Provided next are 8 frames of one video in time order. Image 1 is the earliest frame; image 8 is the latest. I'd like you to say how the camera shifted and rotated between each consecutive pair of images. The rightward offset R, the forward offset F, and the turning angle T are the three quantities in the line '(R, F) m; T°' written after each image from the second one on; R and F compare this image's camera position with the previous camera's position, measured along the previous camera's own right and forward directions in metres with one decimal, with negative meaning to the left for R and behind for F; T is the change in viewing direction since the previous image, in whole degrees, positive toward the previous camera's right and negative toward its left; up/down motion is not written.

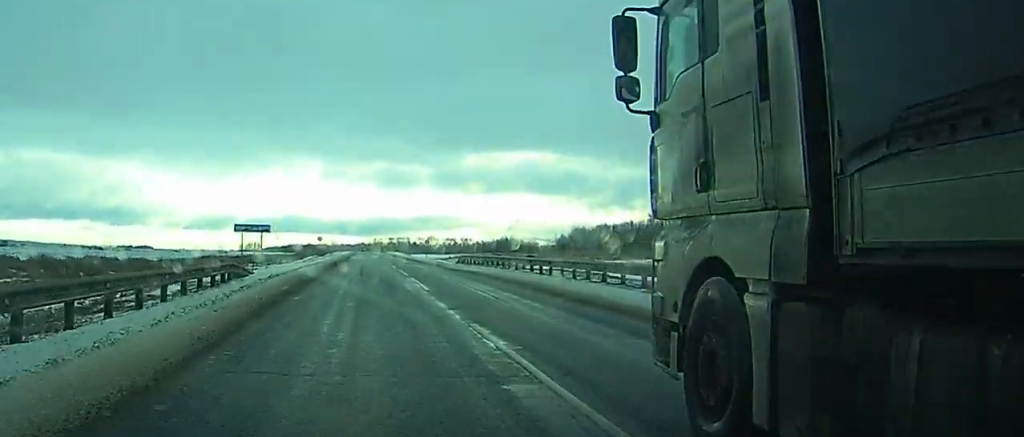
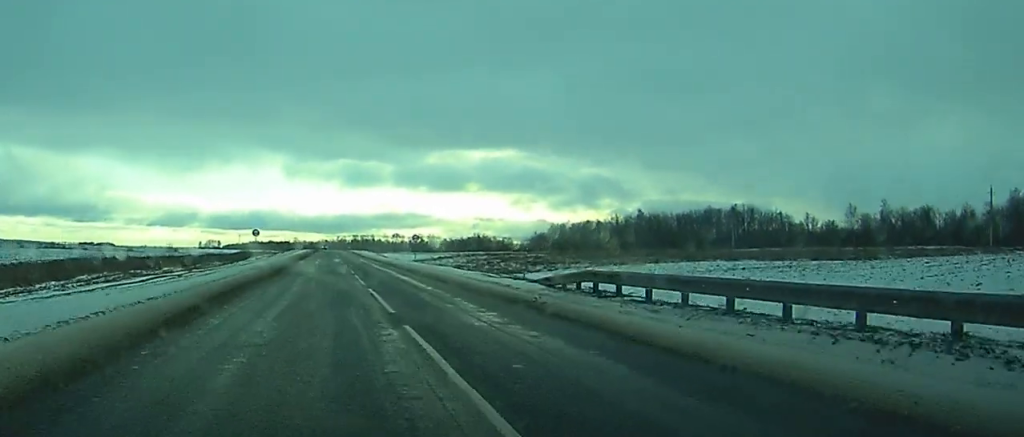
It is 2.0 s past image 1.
(+0.8, +40.7) m; +2°
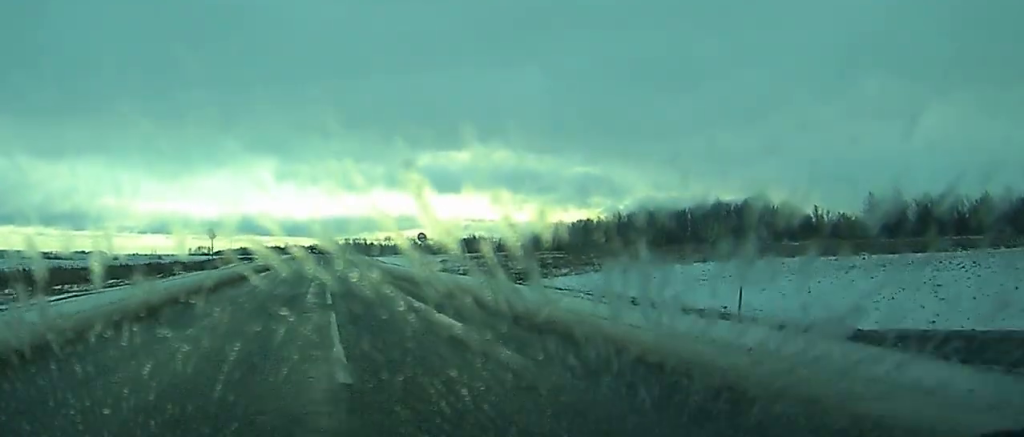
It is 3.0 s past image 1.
(+0.1, +20.6) m; 0°
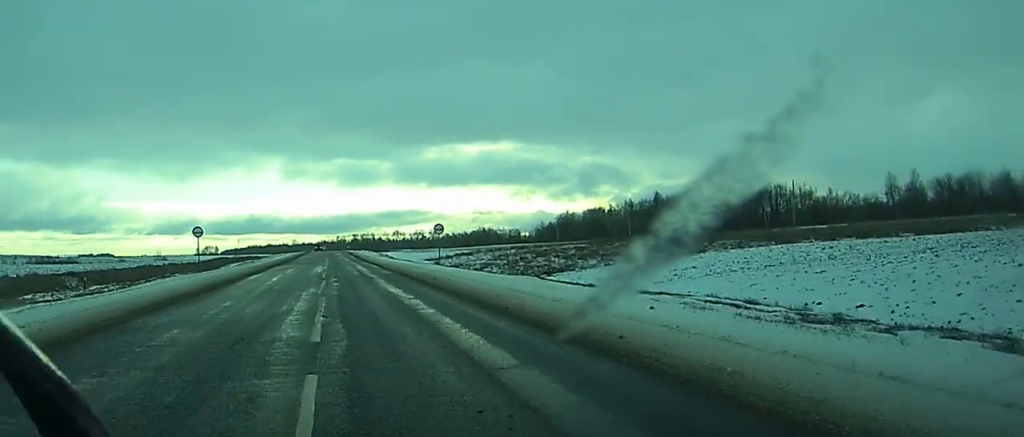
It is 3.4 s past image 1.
(0.0, +8.6) m; 0°
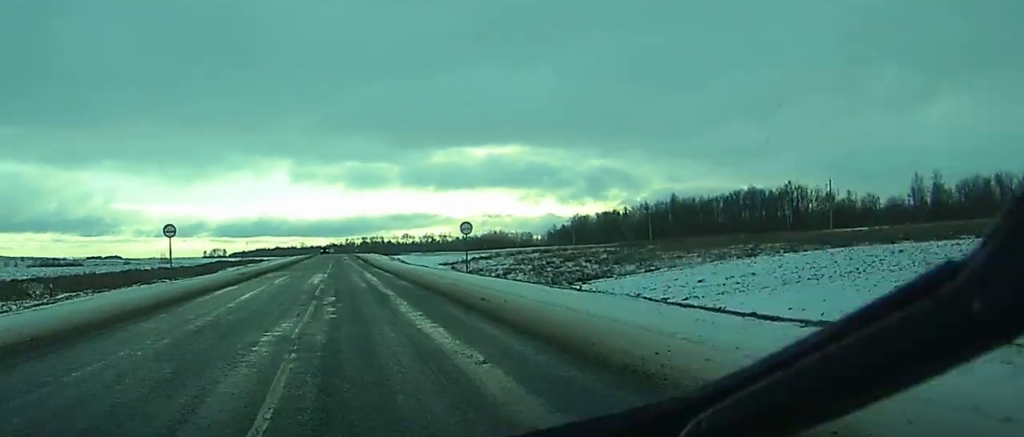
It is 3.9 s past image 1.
(0.0, +11.0) m; 0°
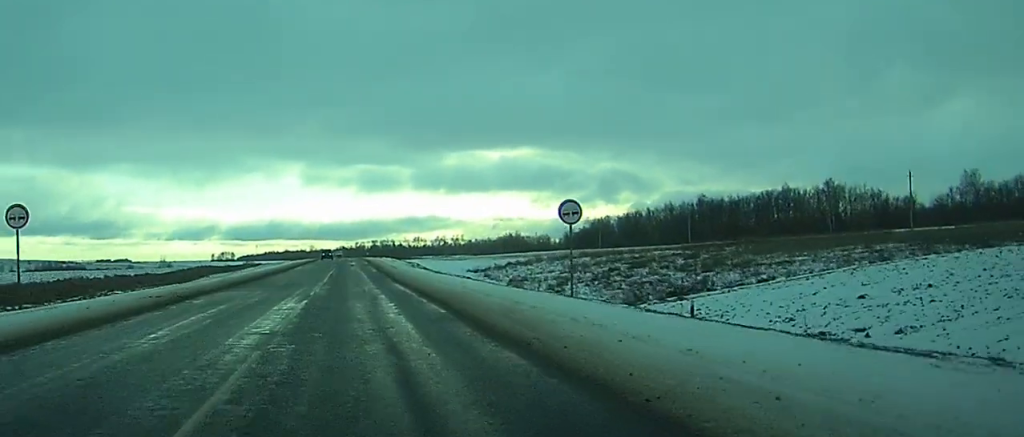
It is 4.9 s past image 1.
(0.0, +22.2) m; 0°
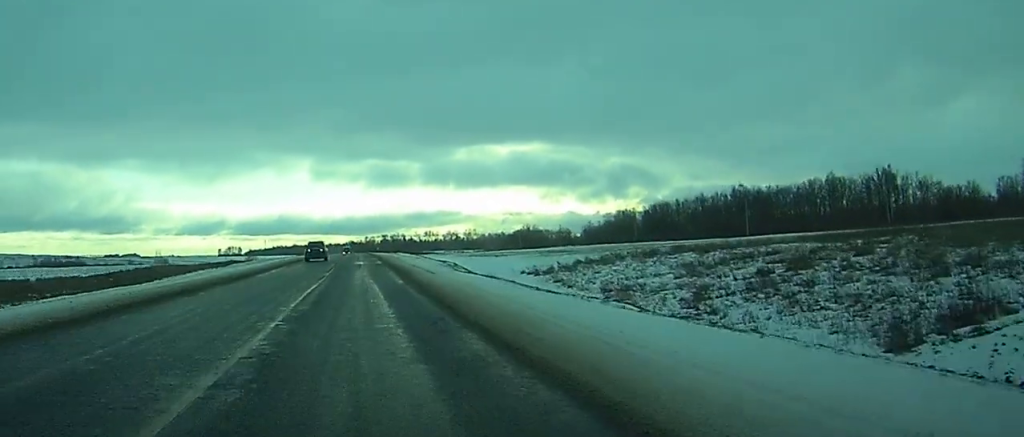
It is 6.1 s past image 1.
(-0.1, +28.9) m; -1°
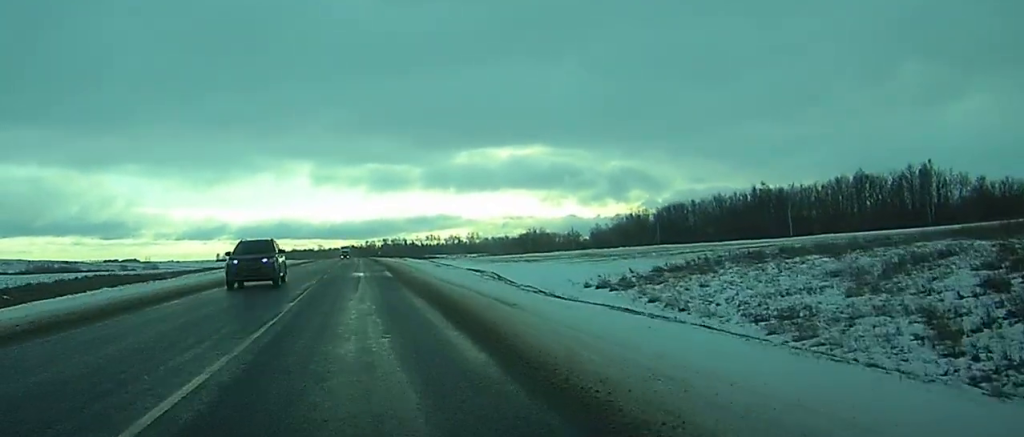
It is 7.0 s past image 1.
(-0.1, +20.4) m; 0°
